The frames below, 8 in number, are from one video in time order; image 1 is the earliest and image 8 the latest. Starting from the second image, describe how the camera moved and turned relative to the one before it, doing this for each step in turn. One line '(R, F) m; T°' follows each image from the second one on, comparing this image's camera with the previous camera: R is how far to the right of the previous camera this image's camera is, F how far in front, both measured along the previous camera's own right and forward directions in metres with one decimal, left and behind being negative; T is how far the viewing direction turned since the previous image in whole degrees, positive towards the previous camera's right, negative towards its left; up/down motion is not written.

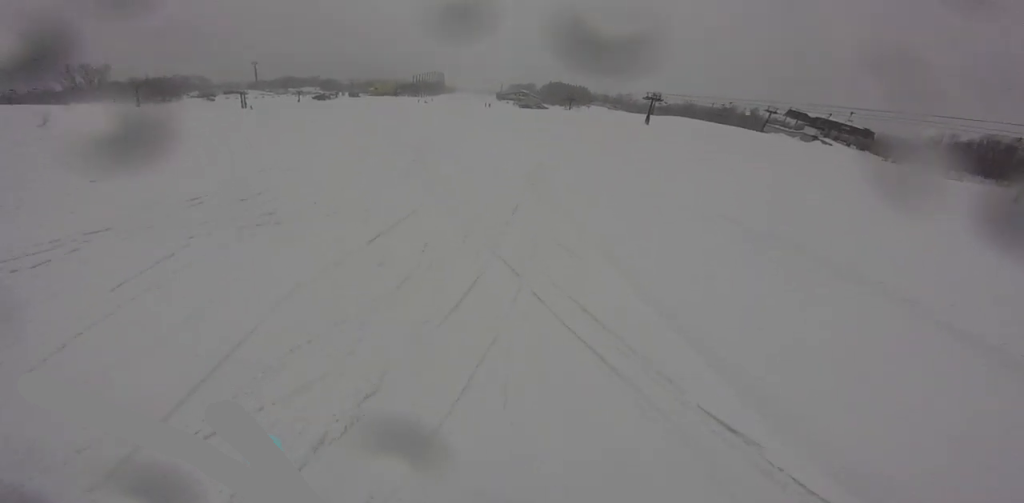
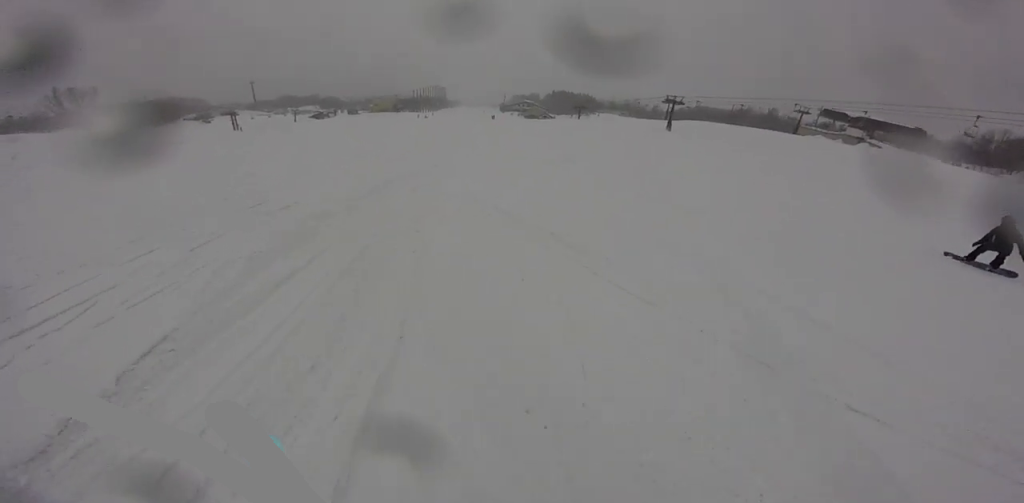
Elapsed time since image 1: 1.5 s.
(+0.9, +10.4) m; +5°
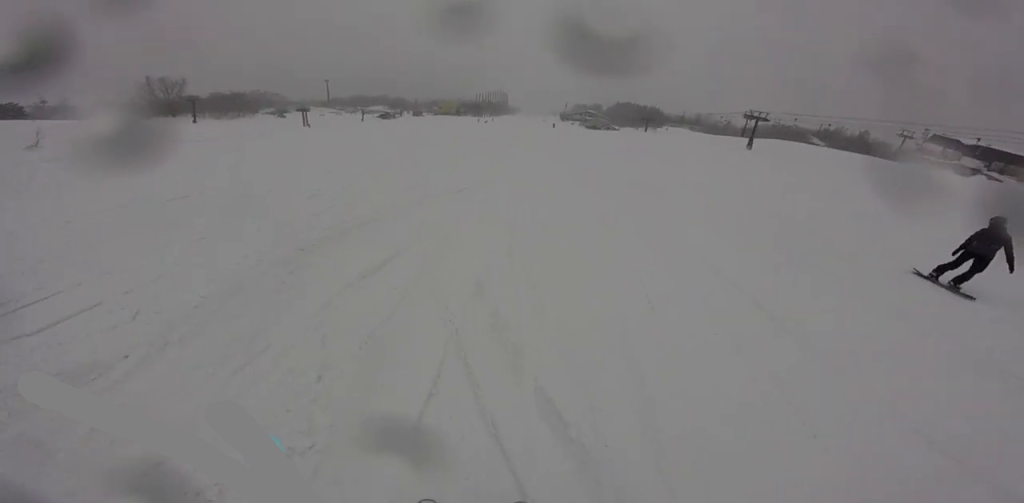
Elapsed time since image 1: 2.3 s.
(0.0, +4.6) m; 0°
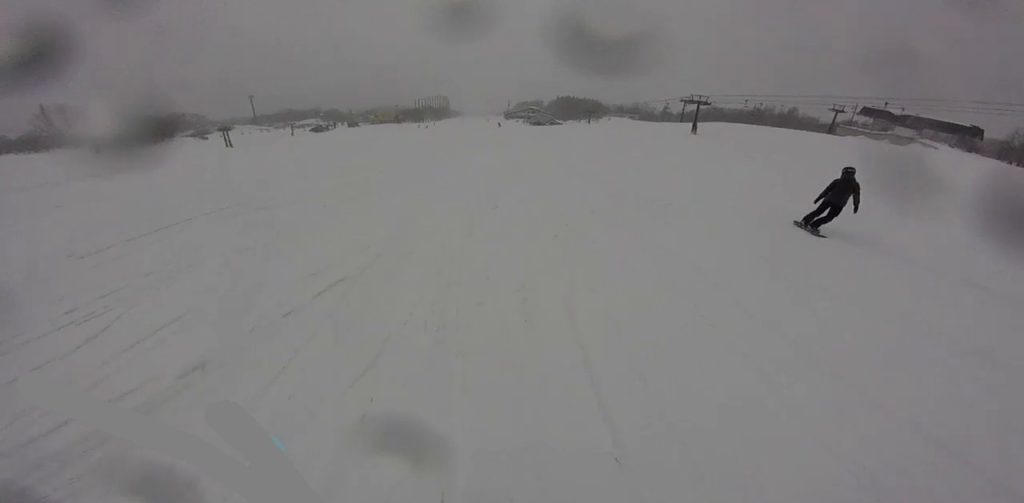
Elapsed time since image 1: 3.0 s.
(0.0, +4.4) m; 0°
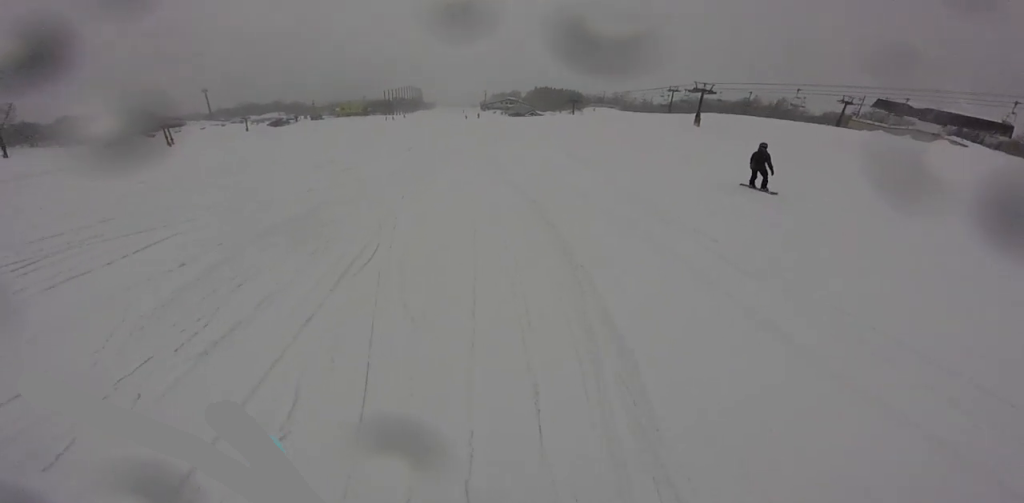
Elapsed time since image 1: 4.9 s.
(0.0, +11.3) m; 0°
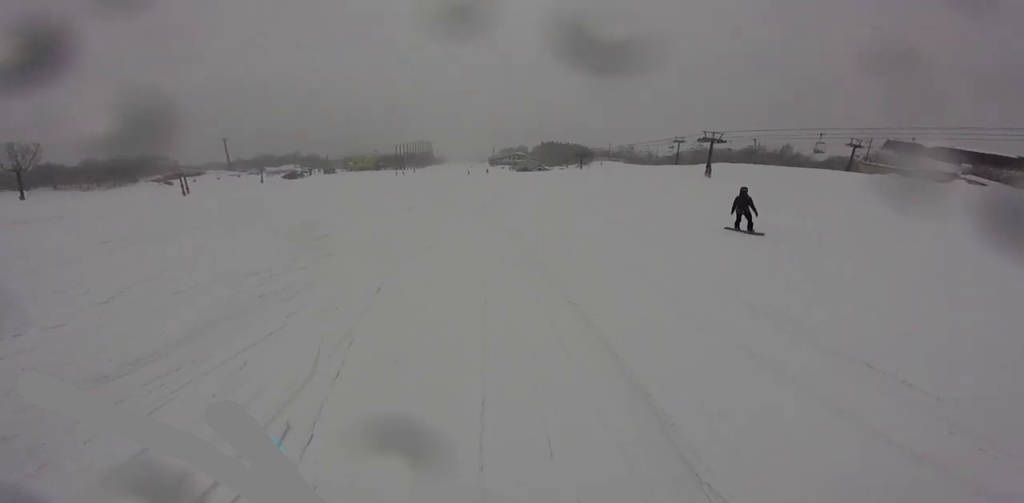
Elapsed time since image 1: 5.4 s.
(0.0, +2.7) m; 0°
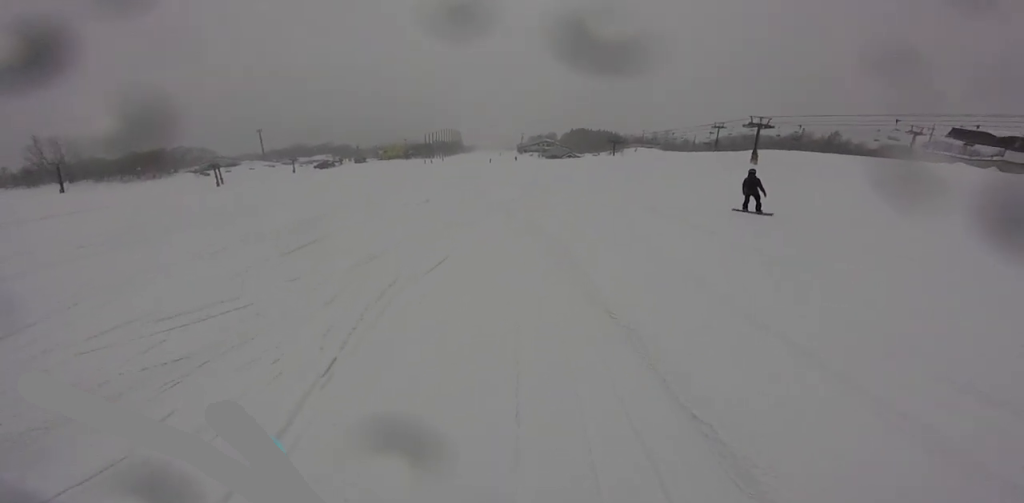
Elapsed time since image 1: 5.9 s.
(0.0, +2.5) m; 0°
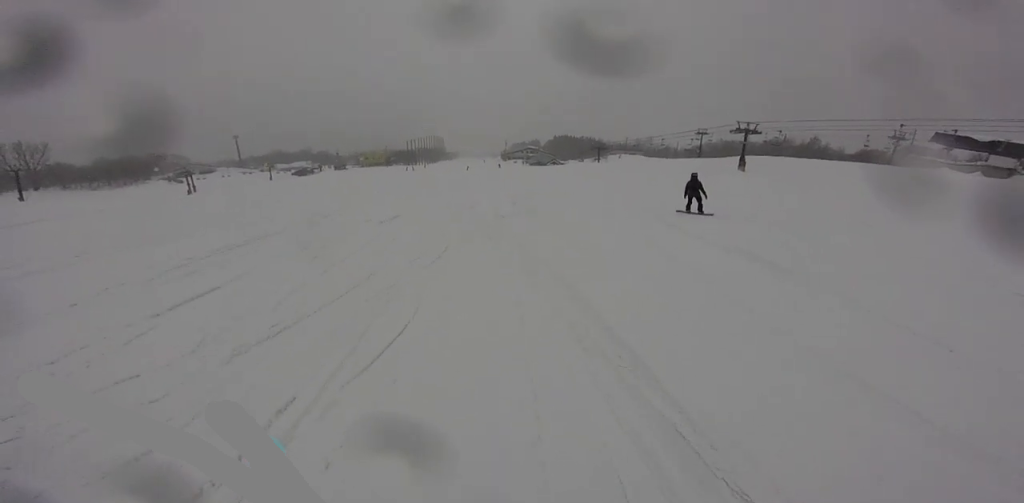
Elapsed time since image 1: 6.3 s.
(0.0, +2.6) m; 0°
